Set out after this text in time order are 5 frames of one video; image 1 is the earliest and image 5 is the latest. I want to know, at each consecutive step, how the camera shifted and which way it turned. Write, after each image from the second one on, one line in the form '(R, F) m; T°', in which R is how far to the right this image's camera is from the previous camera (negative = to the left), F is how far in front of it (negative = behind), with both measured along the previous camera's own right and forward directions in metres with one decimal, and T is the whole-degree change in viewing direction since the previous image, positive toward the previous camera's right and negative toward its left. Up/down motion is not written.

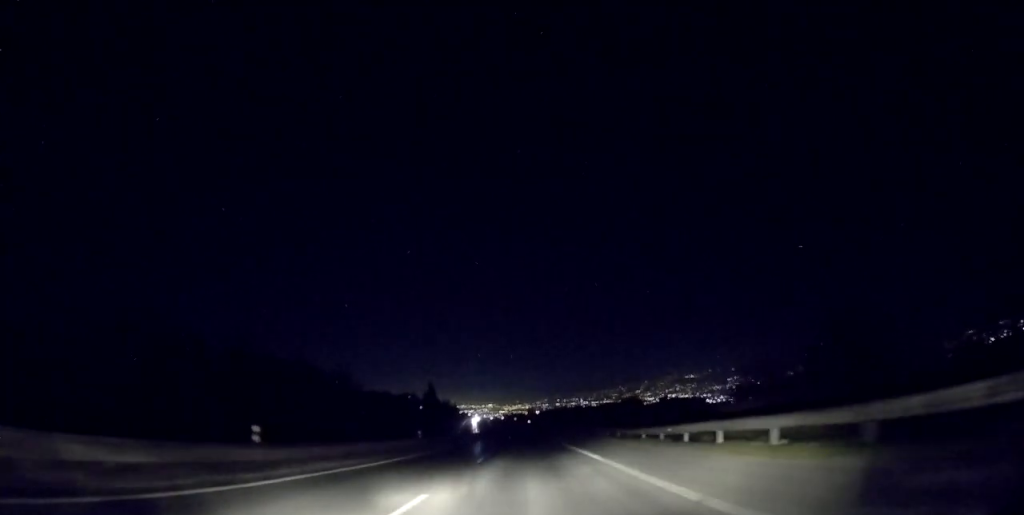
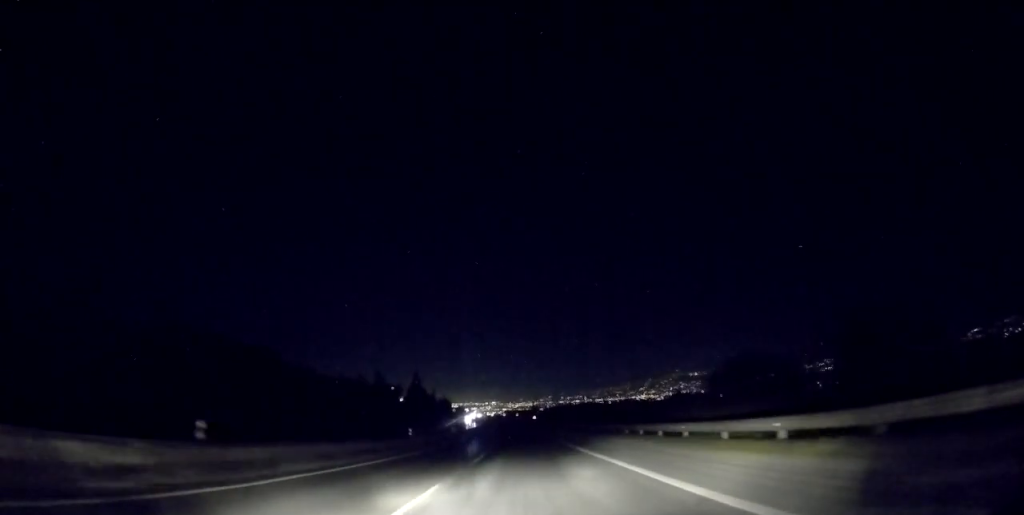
(-0.3, +51.9) m; 0°
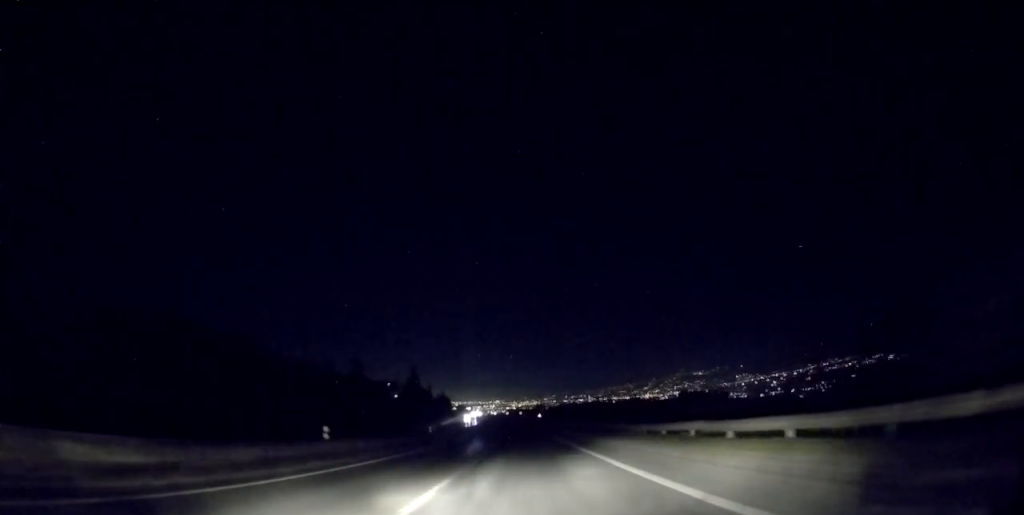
(0.0, +16.8) m; 0°
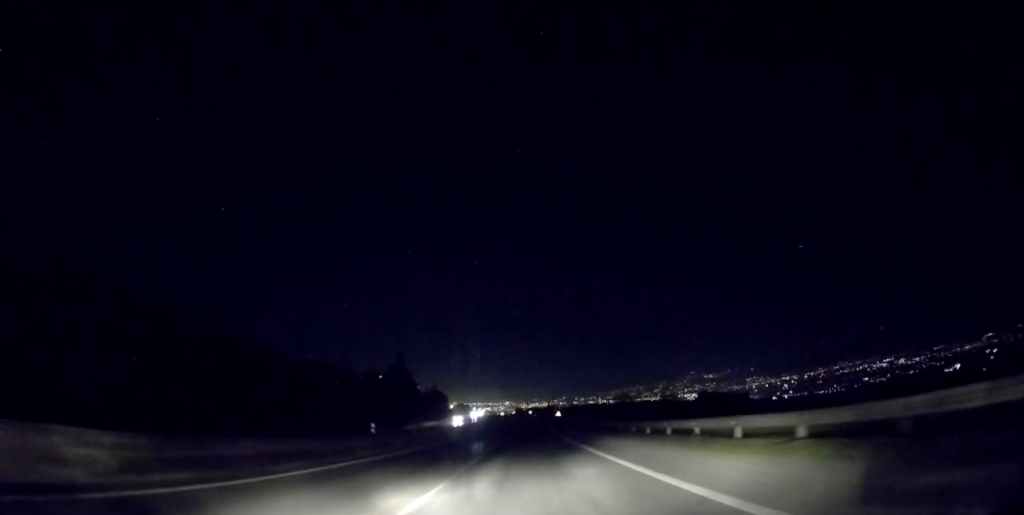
(0.0, +43.8) m; -1°
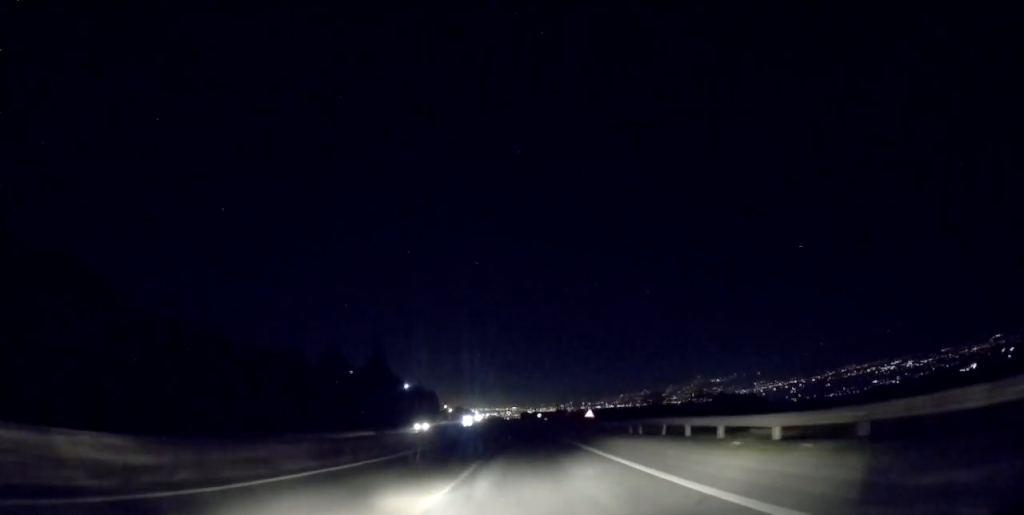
(-0.6, +37.6) m; -1°
